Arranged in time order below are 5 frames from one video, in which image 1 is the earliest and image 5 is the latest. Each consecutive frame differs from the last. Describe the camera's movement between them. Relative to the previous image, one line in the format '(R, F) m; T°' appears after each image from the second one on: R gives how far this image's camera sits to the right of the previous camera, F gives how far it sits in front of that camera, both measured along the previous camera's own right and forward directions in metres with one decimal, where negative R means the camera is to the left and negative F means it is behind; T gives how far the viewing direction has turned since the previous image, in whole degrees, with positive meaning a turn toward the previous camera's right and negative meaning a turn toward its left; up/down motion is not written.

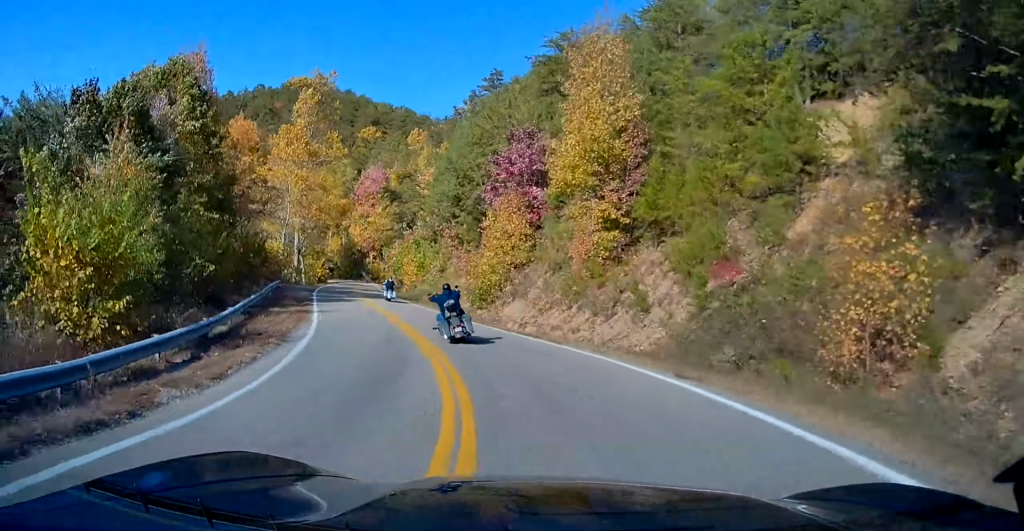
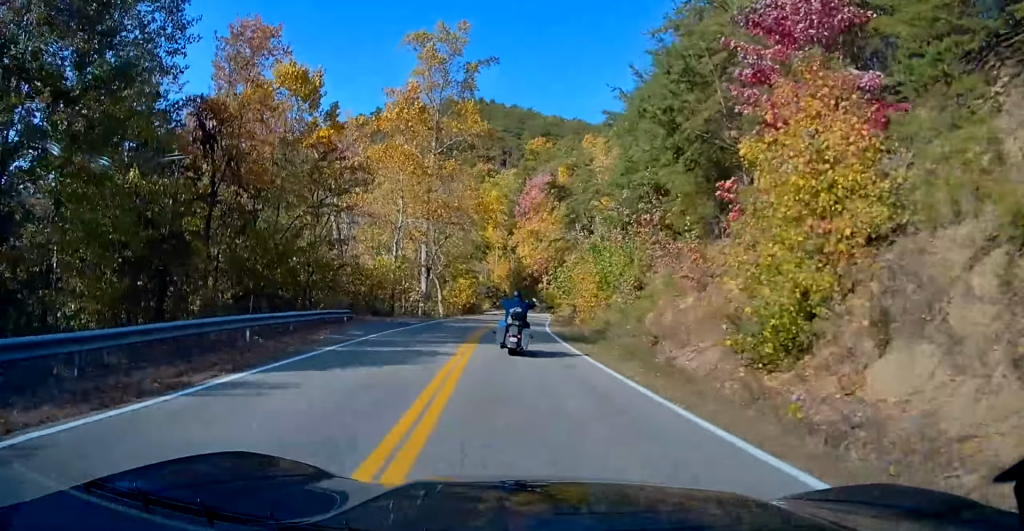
(-1.9, +23.6) m; -9°
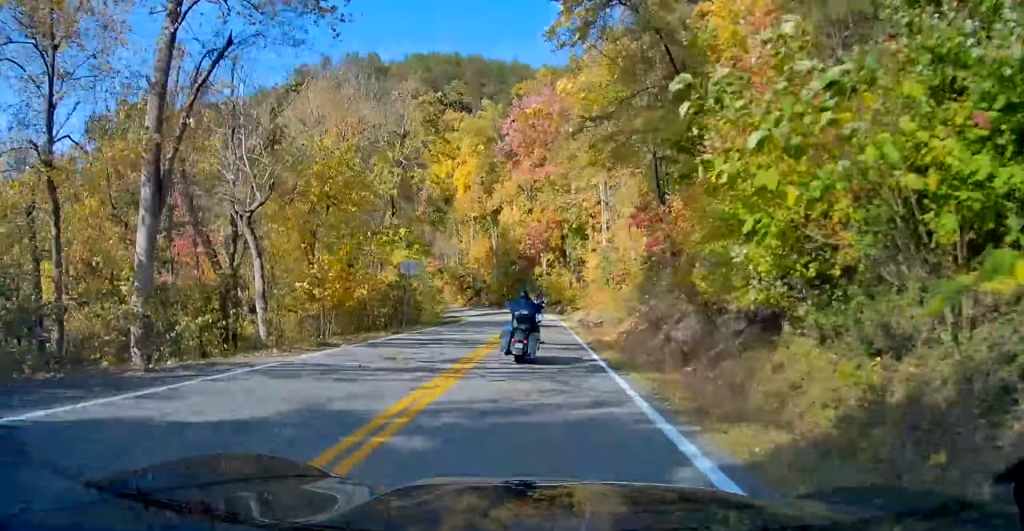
(-2.2, +40.0) m; -1°
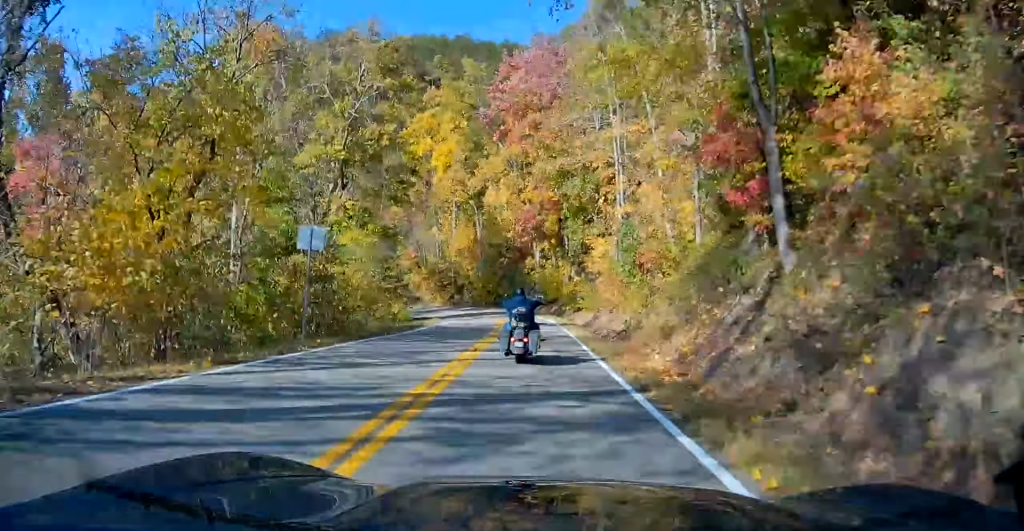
(+0.1, +11.6) m; 0°
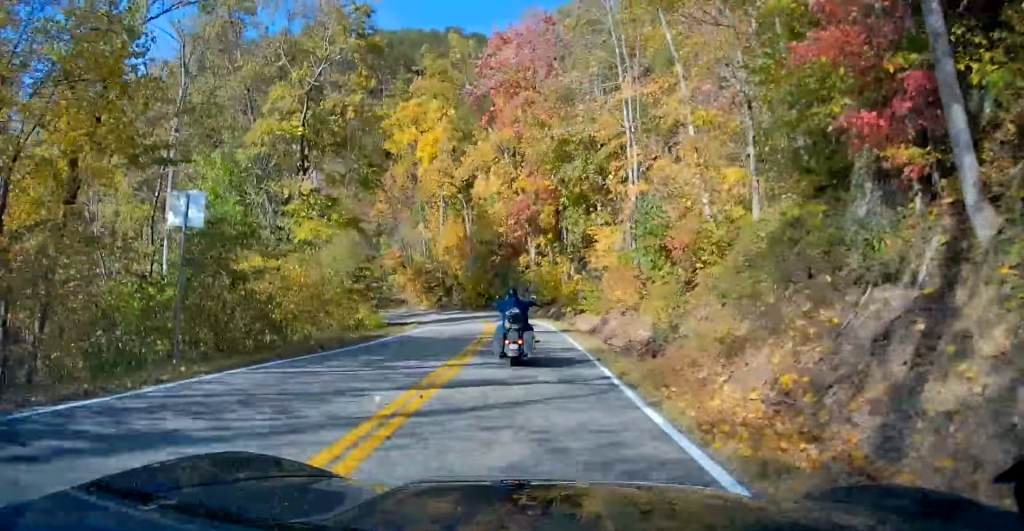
(0.0, +6.2) m; 0°
